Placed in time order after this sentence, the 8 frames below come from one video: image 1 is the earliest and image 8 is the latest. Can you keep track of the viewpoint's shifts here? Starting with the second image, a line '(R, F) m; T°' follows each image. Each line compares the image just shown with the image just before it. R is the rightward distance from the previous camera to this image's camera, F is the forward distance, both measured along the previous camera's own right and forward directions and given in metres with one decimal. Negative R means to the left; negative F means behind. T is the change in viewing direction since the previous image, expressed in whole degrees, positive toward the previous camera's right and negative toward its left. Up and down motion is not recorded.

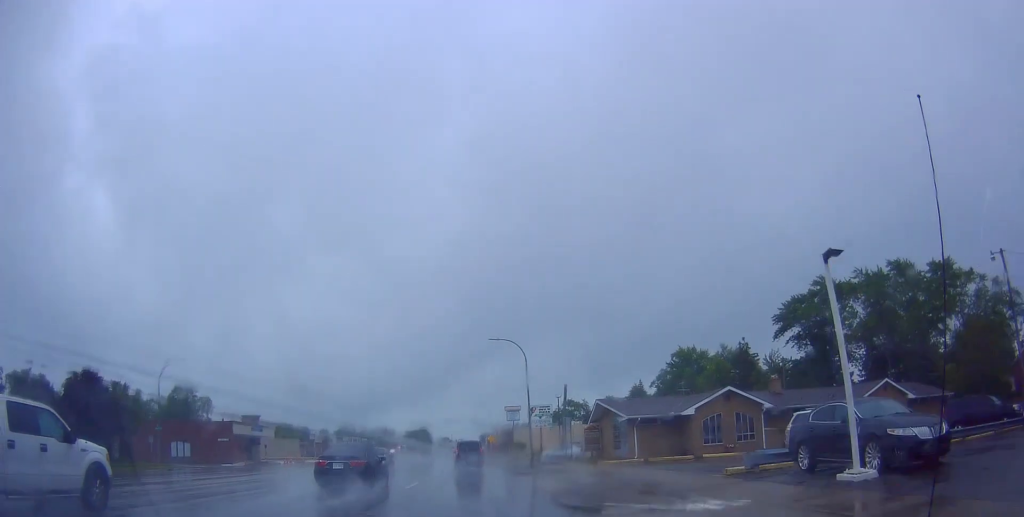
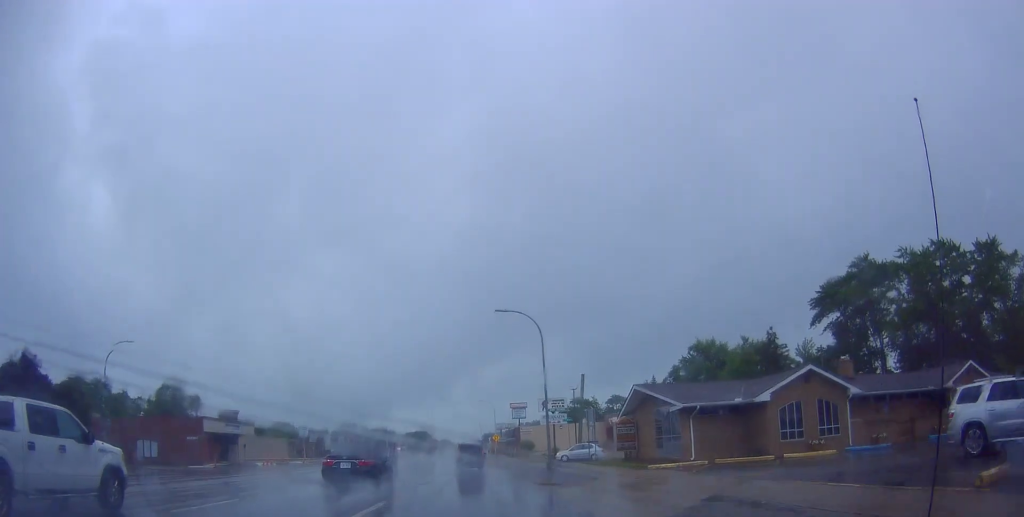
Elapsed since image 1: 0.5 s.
(0.0, +8.8) m; 0°
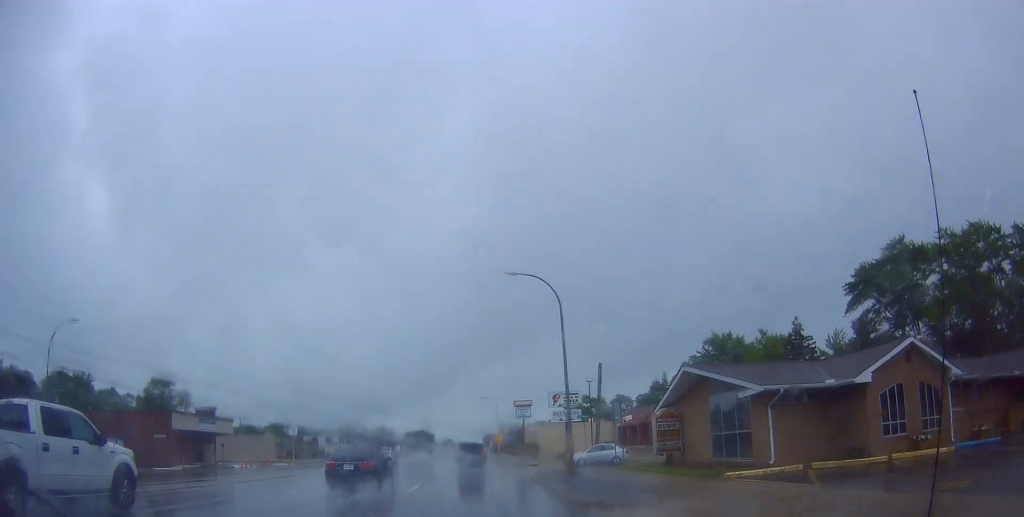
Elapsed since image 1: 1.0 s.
(0.0, +7.2) m; 0°
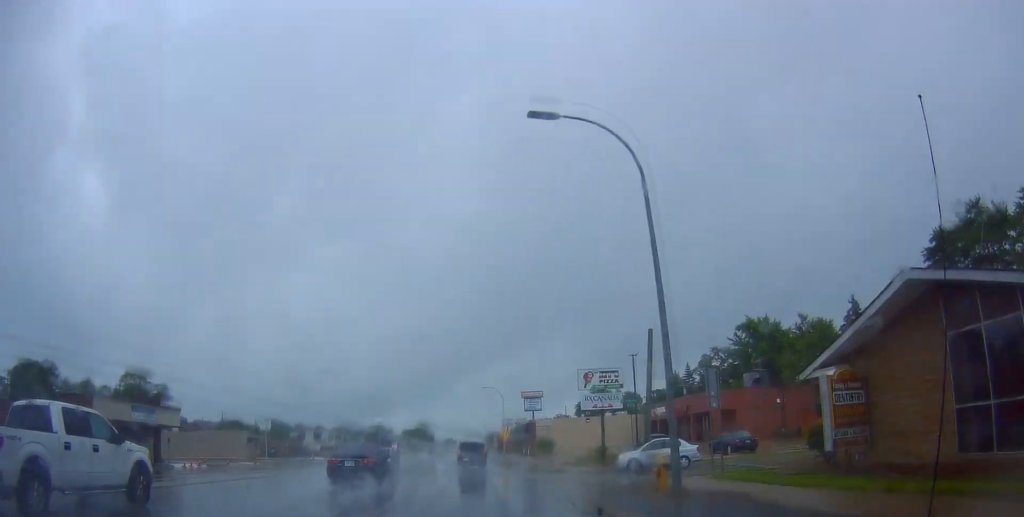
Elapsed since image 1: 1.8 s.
(0.0, +13.5) m; 0°
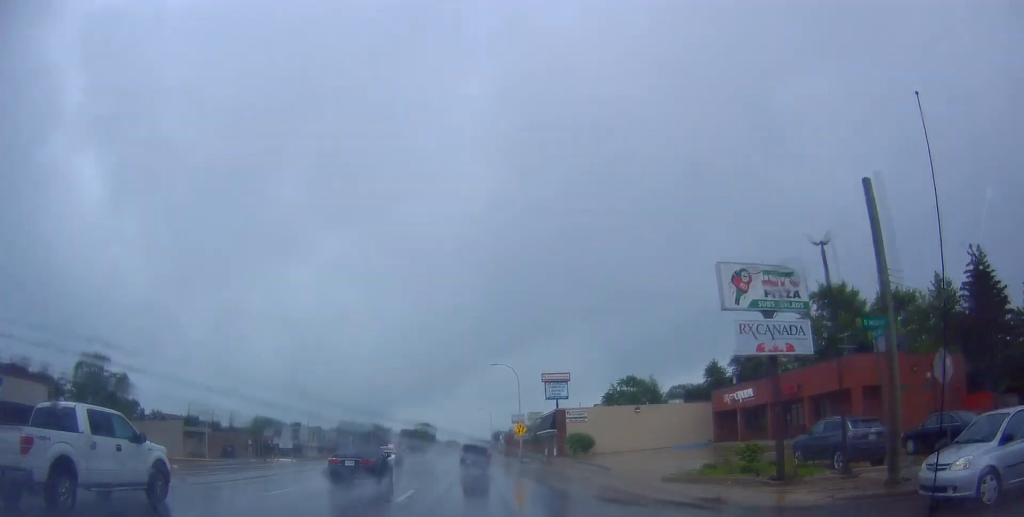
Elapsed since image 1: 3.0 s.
(0.0, +21.1) m; 0°
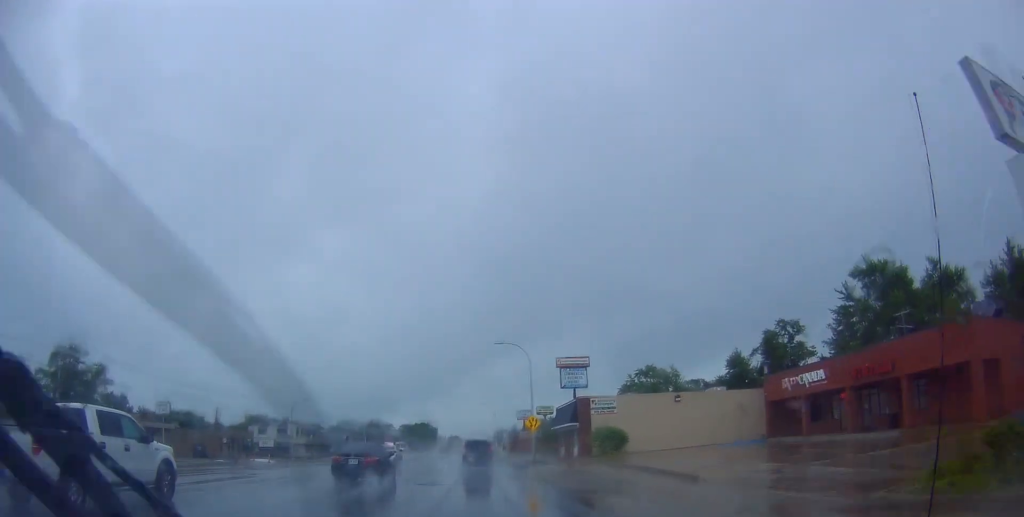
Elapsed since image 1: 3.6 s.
(0.0, +10.5) m; 0°
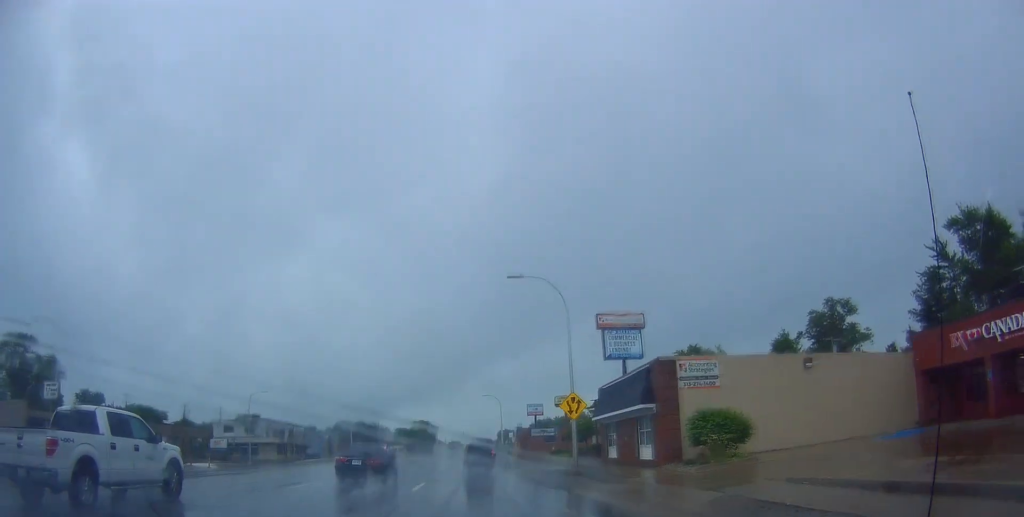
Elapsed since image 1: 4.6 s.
(-0.1, +17.7) m; -1°
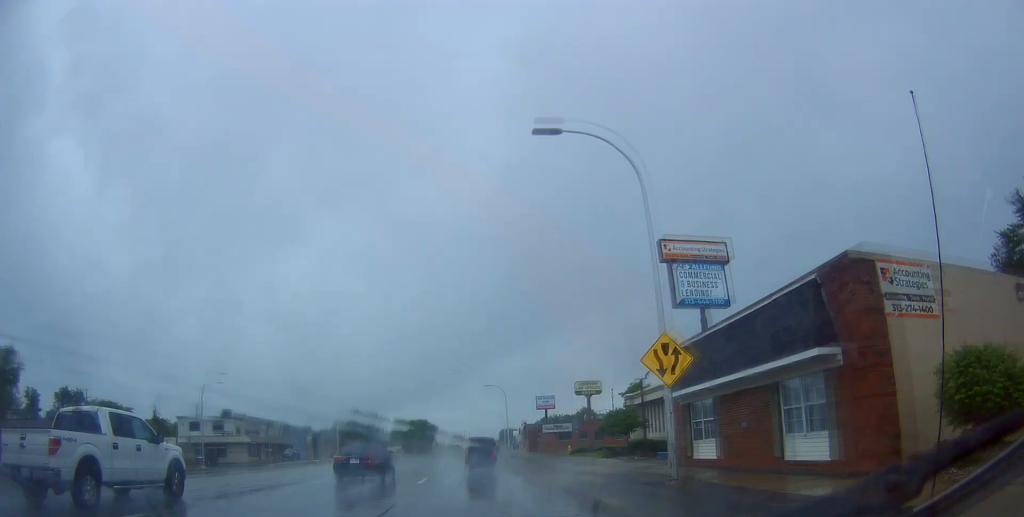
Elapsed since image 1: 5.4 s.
(-0.1, +12.9) m; 0°
